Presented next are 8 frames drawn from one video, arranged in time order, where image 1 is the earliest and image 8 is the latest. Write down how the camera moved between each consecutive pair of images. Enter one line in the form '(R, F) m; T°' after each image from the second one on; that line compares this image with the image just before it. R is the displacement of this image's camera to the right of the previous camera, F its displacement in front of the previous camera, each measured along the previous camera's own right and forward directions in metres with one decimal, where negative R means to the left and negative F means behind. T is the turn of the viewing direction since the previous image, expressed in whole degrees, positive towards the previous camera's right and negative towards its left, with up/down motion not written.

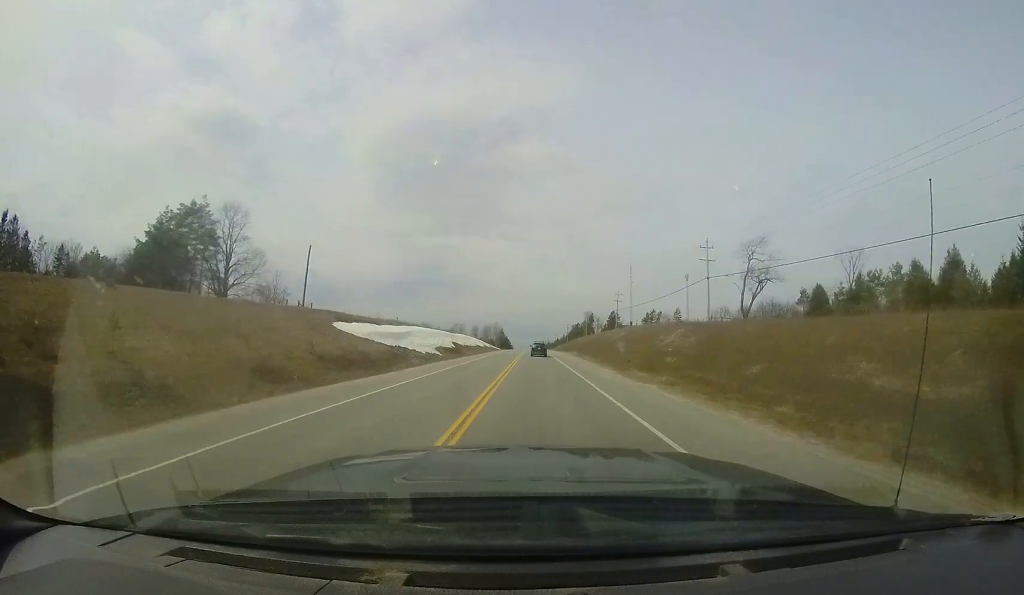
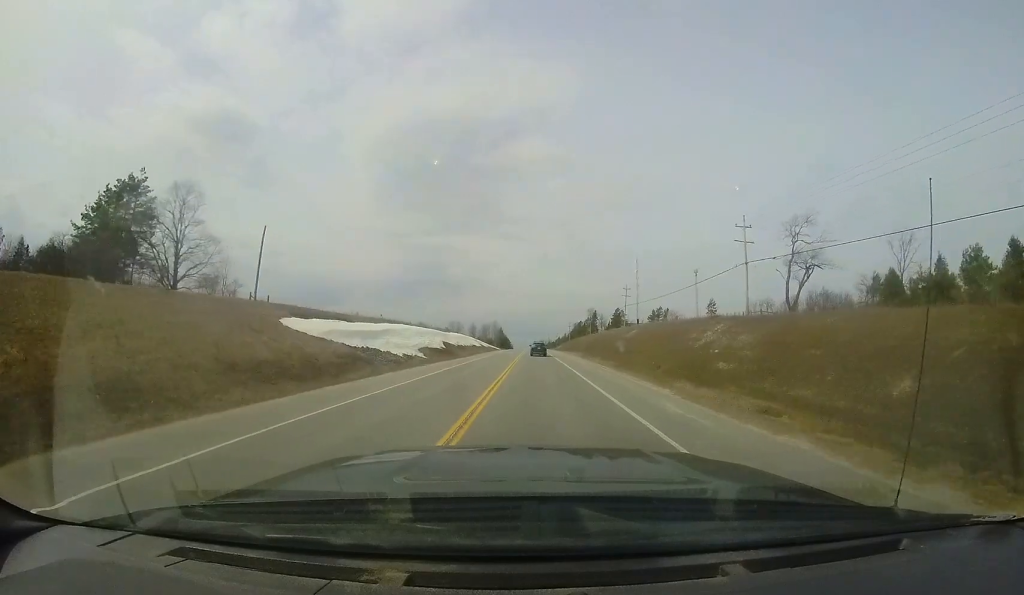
(0.0, +10.1) m; 0°
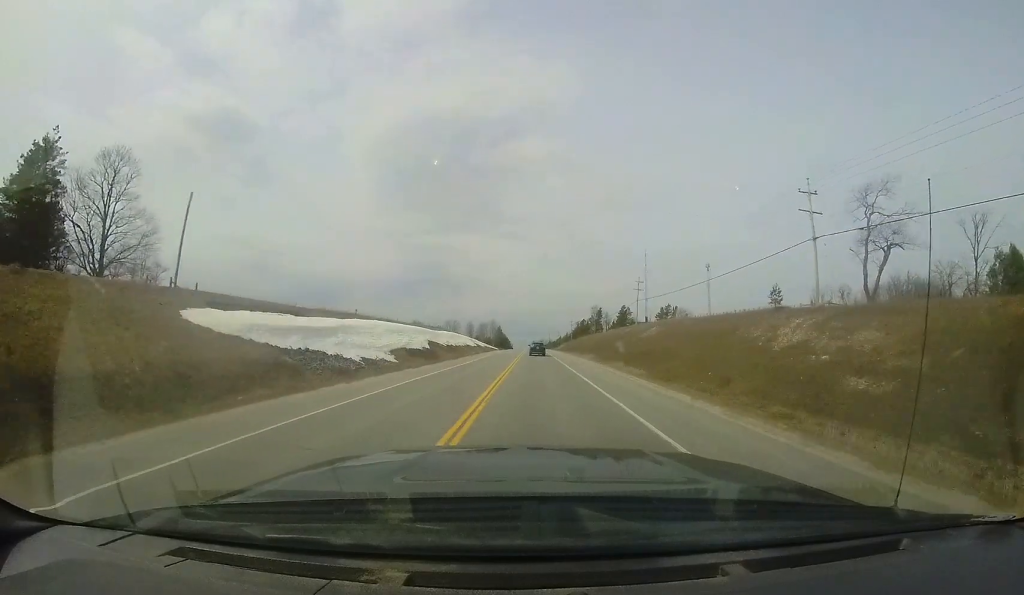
(+0.1, +11.7) m; 0°
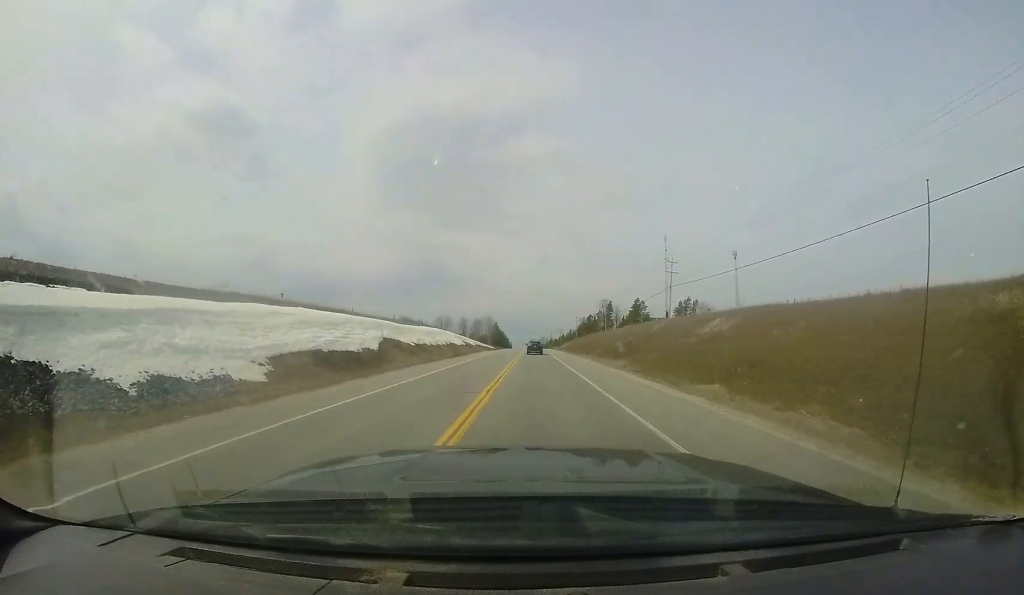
(-0.2, +21.8) m; 0°
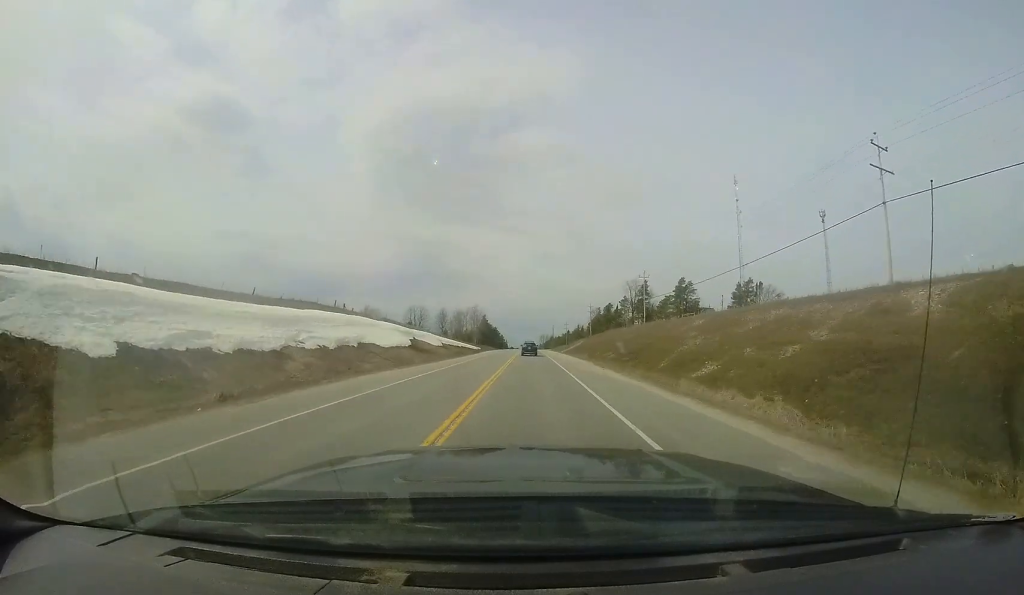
(+0.2, +45.5) m; 0°
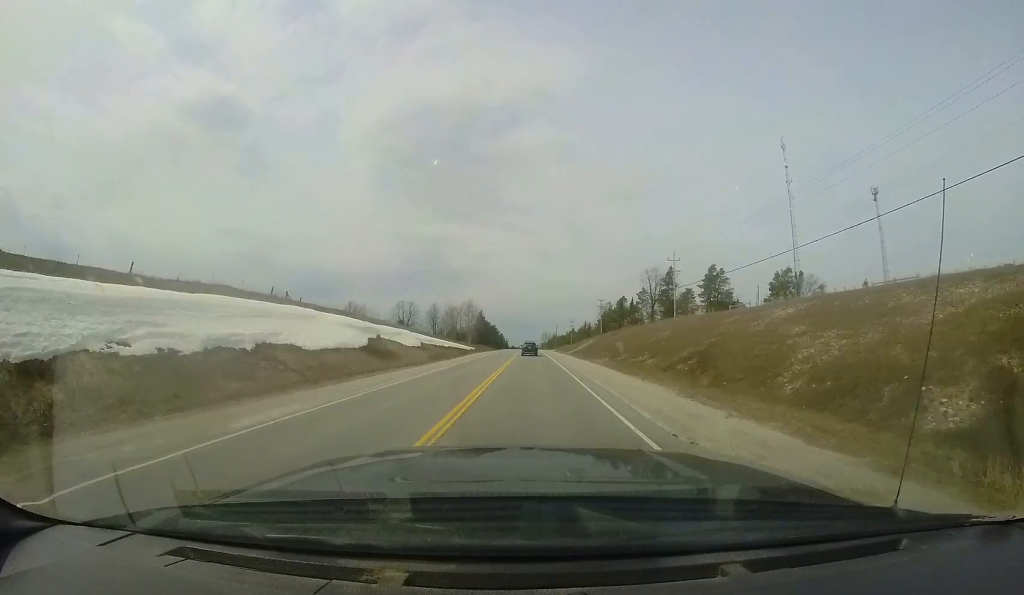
(-0.1, +17.0) m; 0°
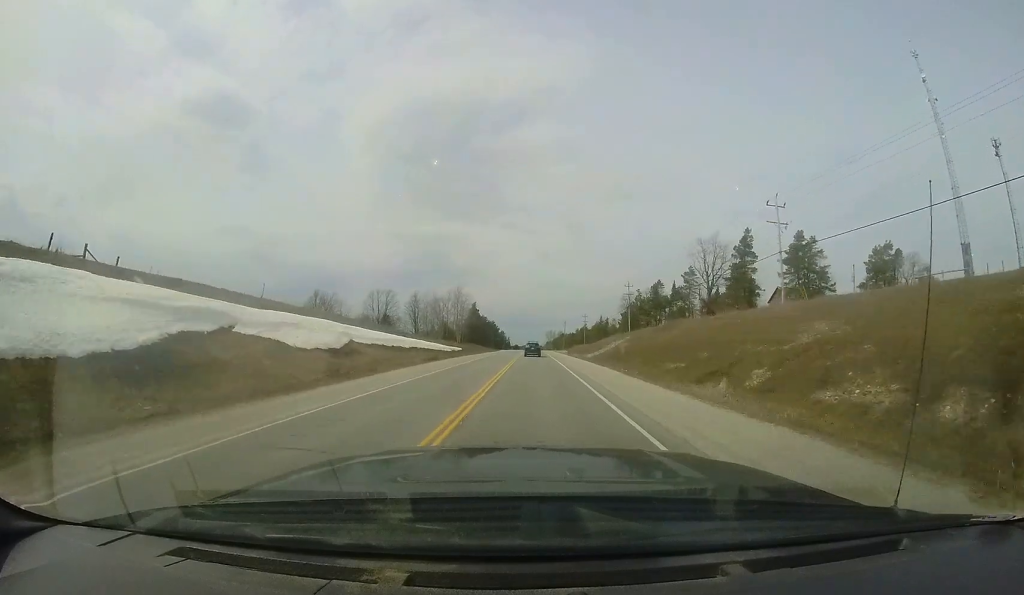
(-0.1, +29.0) m; -1°
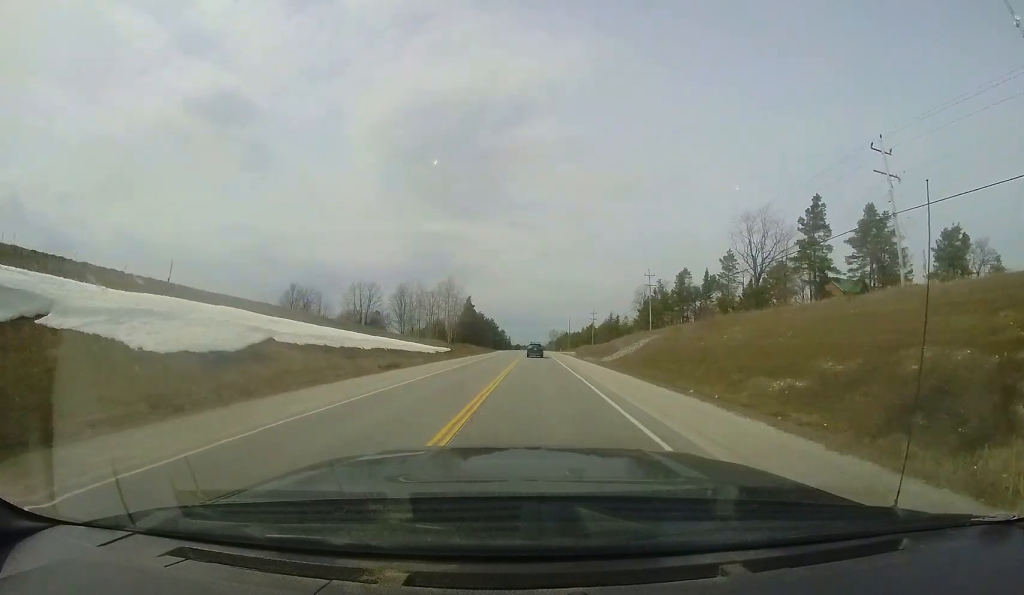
(-0.1, +14.1) m; -1°
